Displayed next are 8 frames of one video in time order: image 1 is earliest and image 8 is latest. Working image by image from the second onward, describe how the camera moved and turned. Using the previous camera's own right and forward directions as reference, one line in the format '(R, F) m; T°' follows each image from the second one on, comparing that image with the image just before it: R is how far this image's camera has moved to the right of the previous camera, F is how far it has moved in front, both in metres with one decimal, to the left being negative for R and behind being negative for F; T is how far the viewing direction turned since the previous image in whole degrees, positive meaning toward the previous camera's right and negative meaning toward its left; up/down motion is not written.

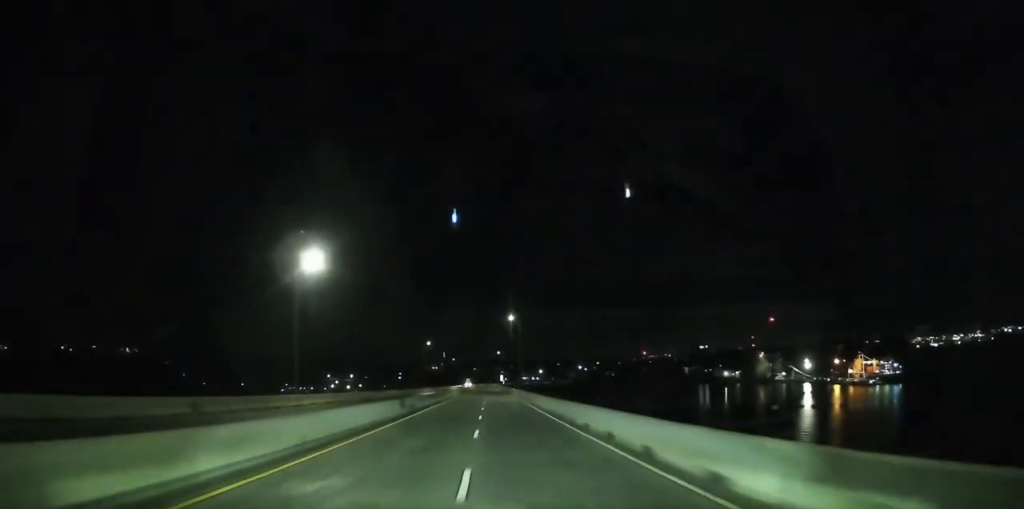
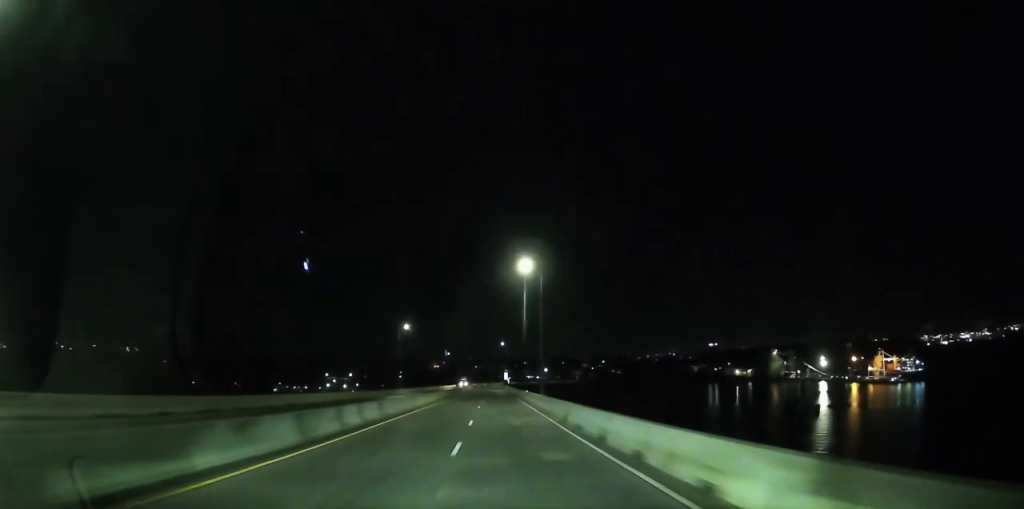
(+0.1, +37.2) m; 0°
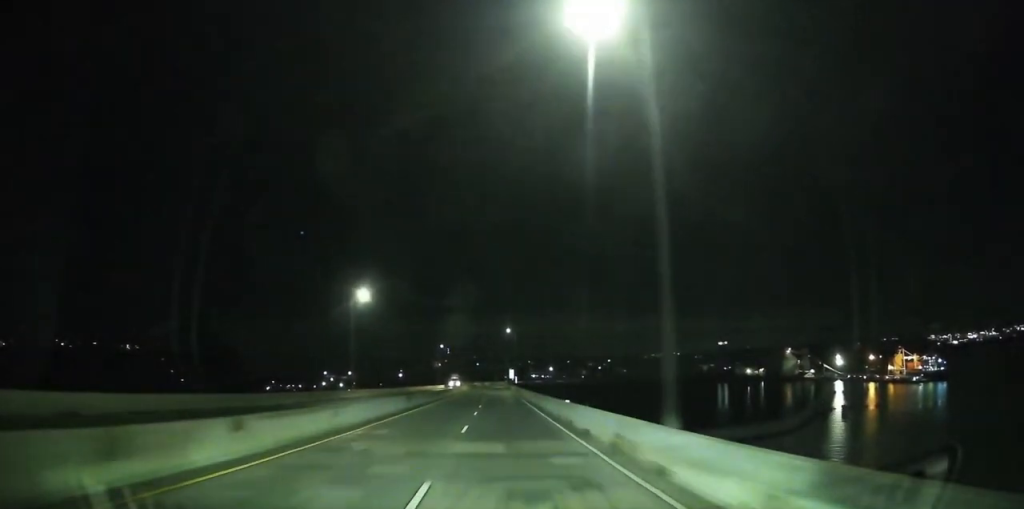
(-0.1, +34.8) m; -2°
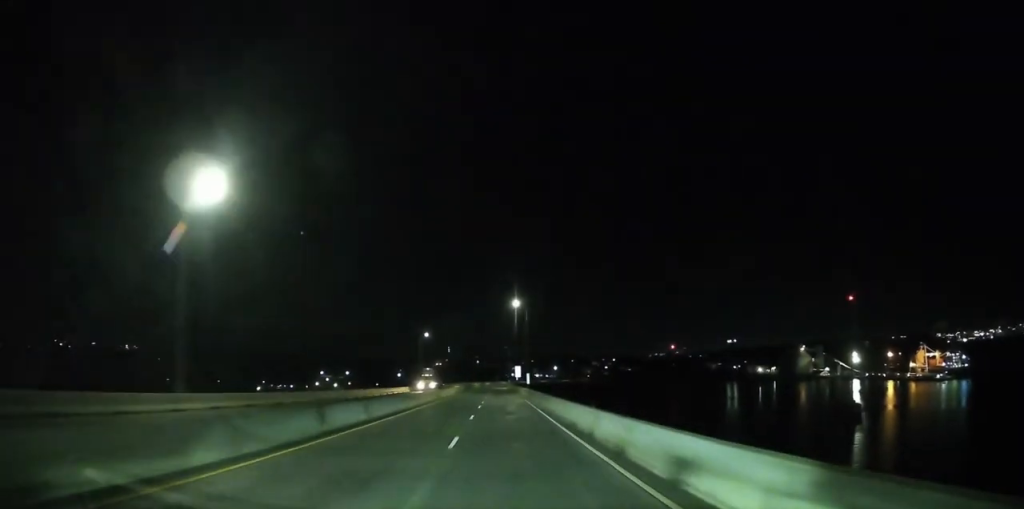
(-0.5, +37.9) m; +1°
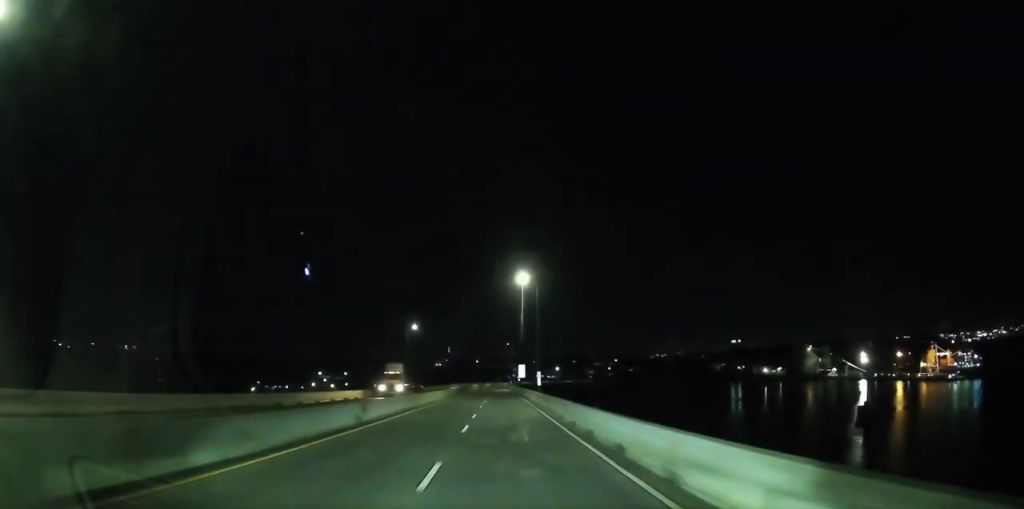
(+0.4, +18.3) m; +1°
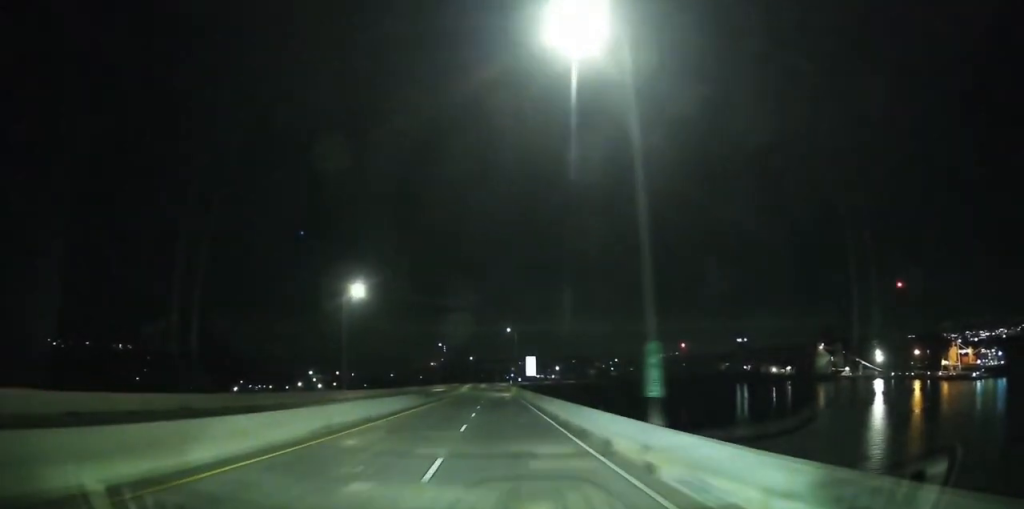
(-0.3, +40.2) m; -1°
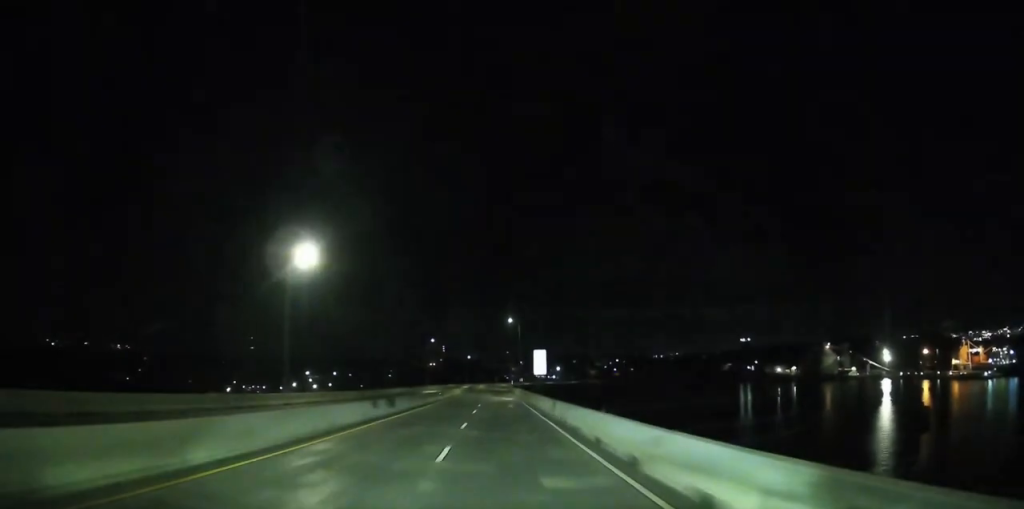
(-0.4, +17.2) m; 0°
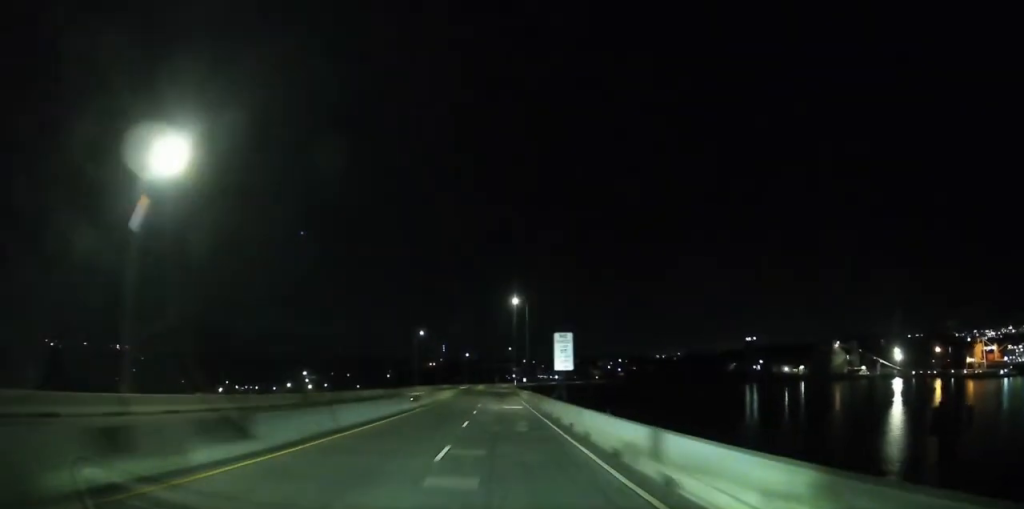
(+0.3, +21.1) m; +1°
